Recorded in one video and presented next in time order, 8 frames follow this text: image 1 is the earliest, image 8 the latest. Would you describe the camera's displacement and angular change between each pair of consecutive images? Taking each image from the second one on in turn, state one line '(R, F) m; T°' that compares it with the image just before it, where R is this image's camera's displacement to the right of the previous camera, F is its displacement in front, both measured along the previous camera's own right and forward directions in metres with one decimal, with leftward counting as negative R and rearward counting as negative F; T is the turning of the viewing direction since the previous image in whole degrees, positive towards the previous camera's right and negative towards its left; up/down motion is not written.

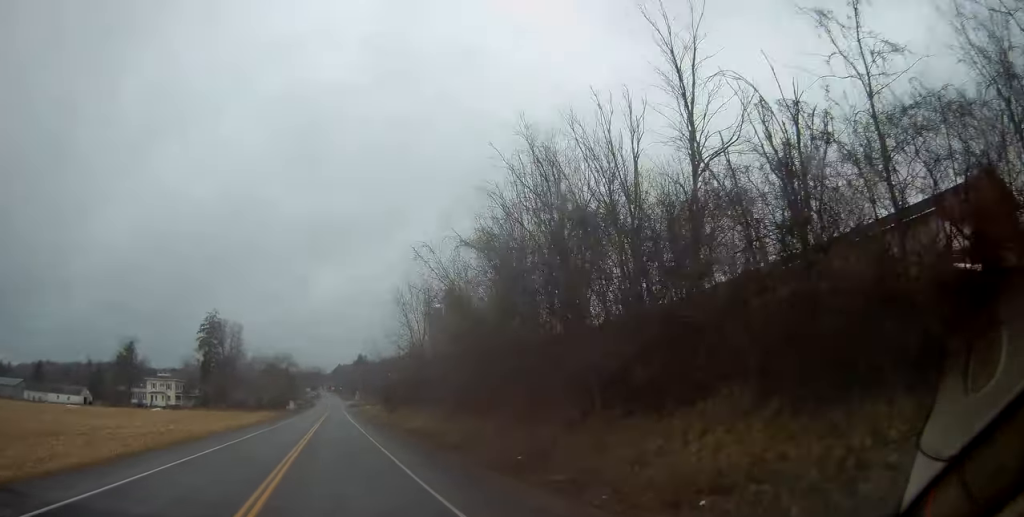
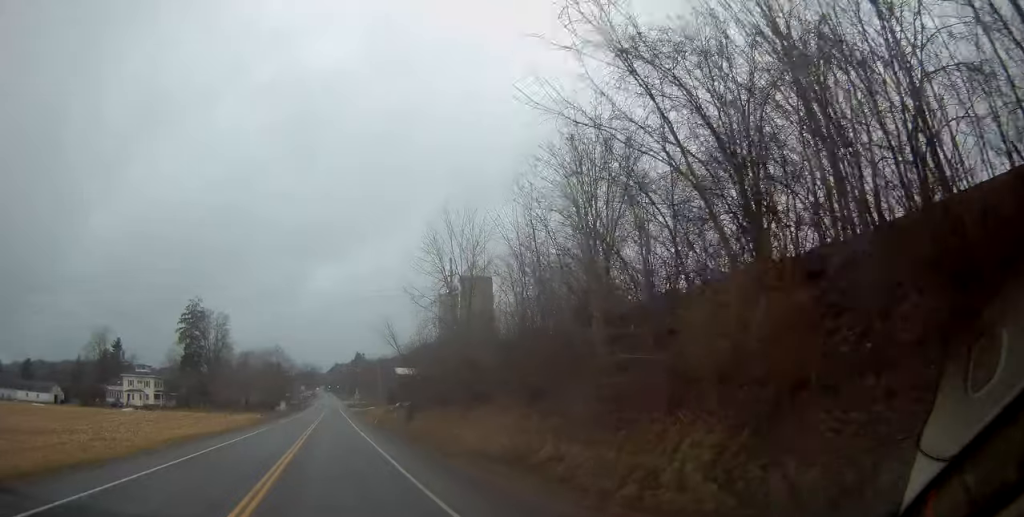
(0.0, +18.0) m; 0°
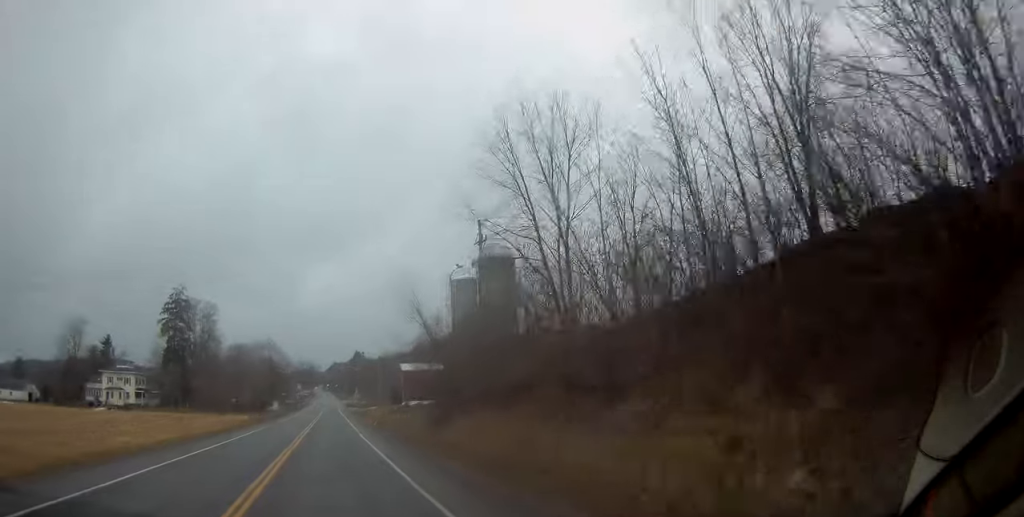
(0.0, +13.9) m; 0°
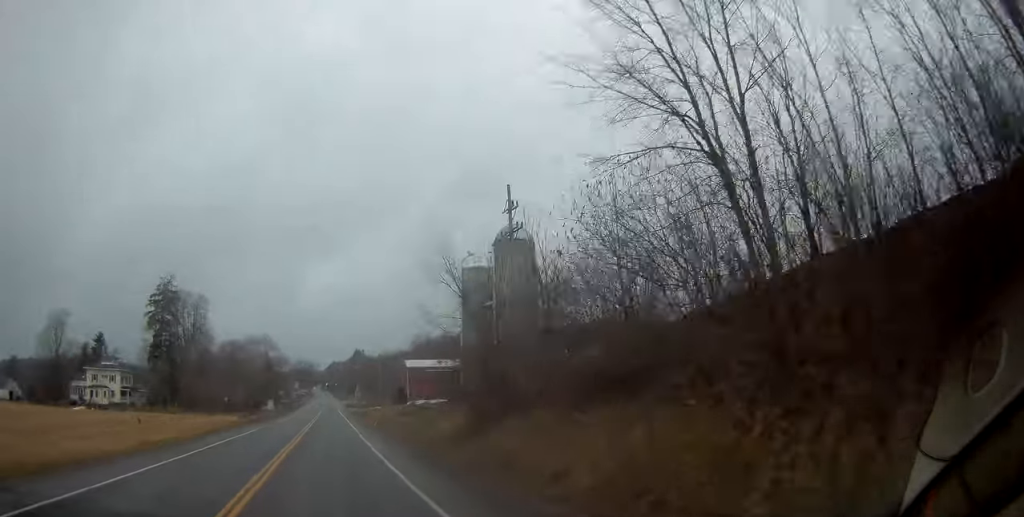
(0.0, +9.4) m; 0°
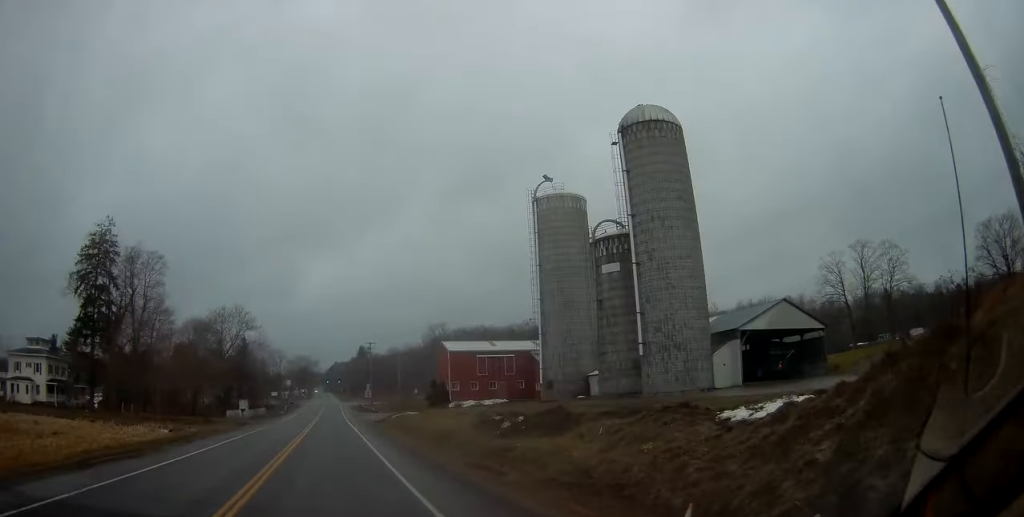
(0.0, +36.8) m; +1°
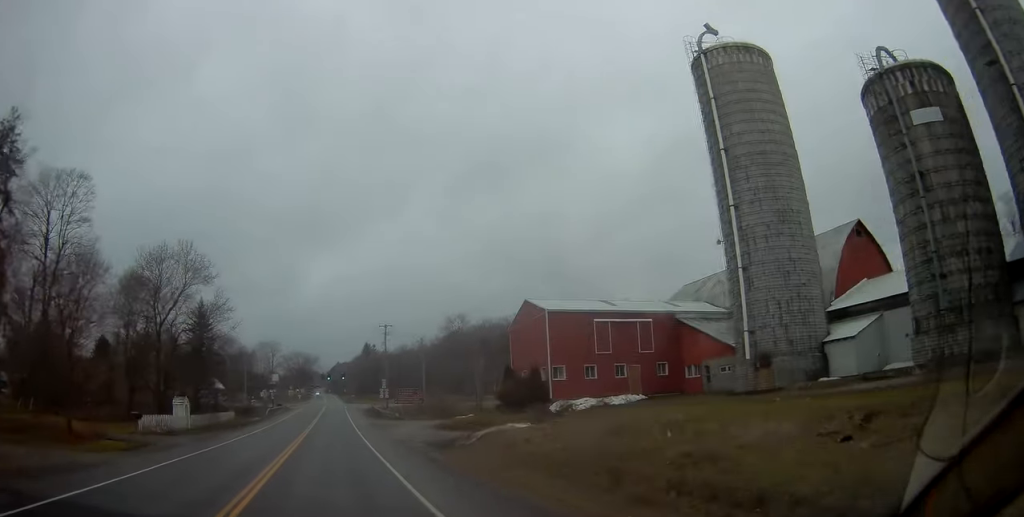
(0.0, +33.2) m; -1°
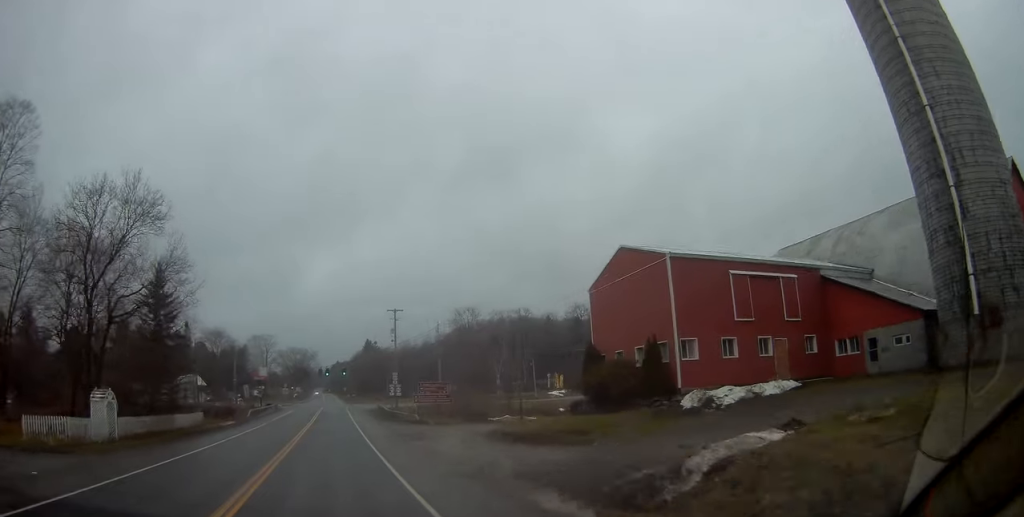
(-0.1, +16.0) m; 0°
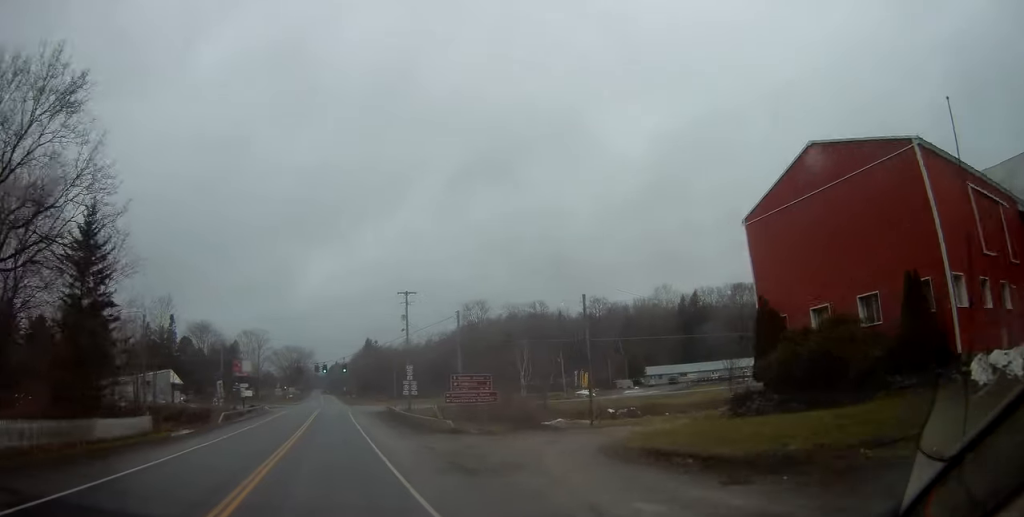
(0.0, +14.7) m; 0°
